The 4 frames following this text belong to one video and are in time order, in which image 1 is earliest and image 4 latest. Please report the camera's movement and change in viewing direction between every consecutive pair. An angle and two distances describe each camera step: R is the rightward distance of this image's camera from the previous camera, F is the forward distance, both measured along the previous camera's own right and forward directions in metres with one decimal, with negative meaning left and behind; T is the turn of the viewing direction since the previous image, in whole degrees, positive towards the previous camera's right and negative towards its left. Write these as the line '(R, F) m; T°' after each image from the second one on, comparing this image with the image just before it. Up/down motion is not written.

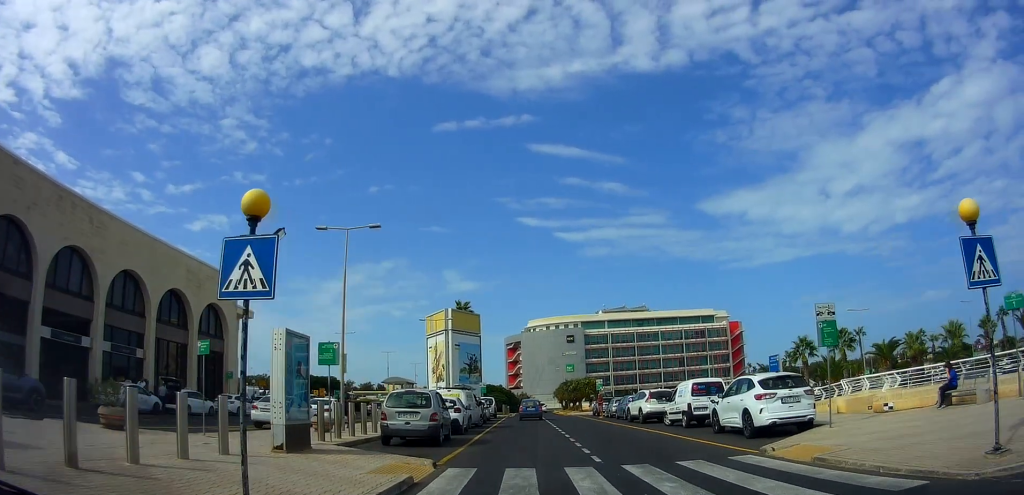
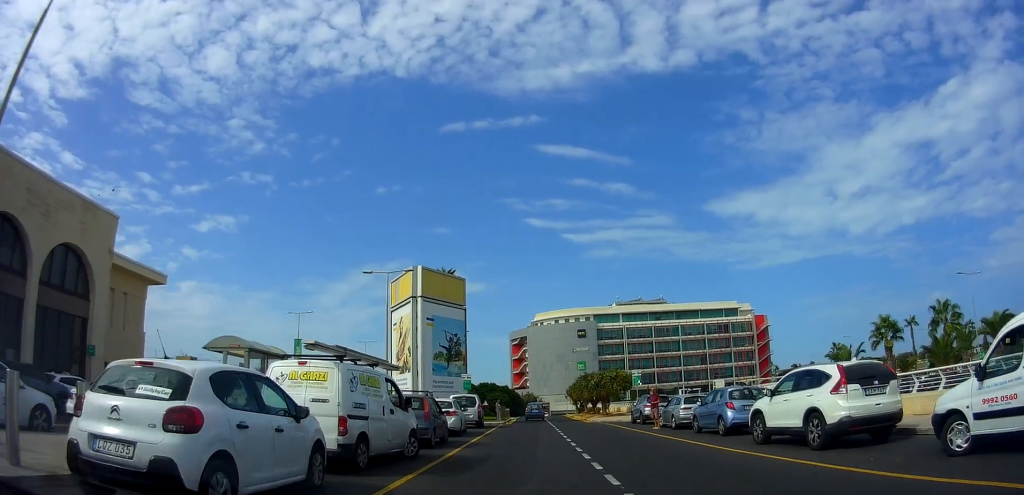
(+0.2, +16.6) m; -2°
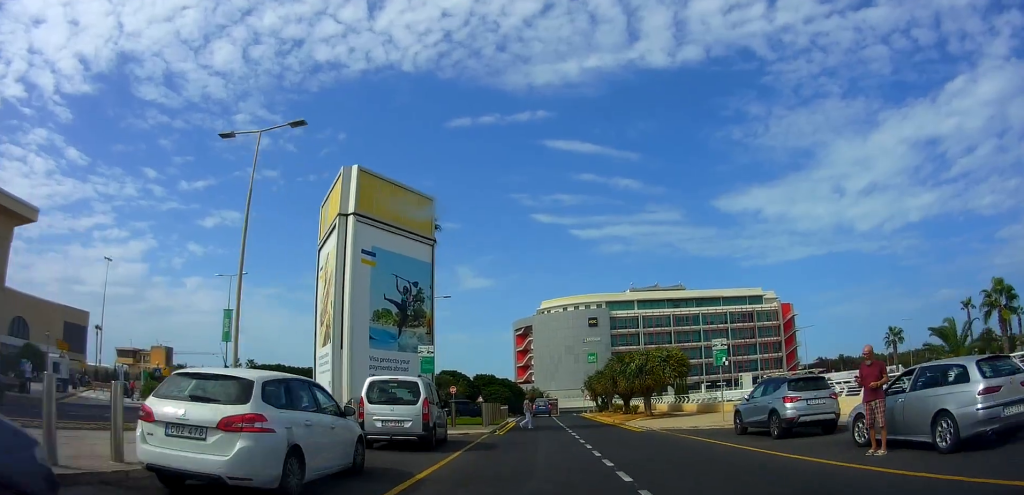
(+0.3, +15.4) m; +4°
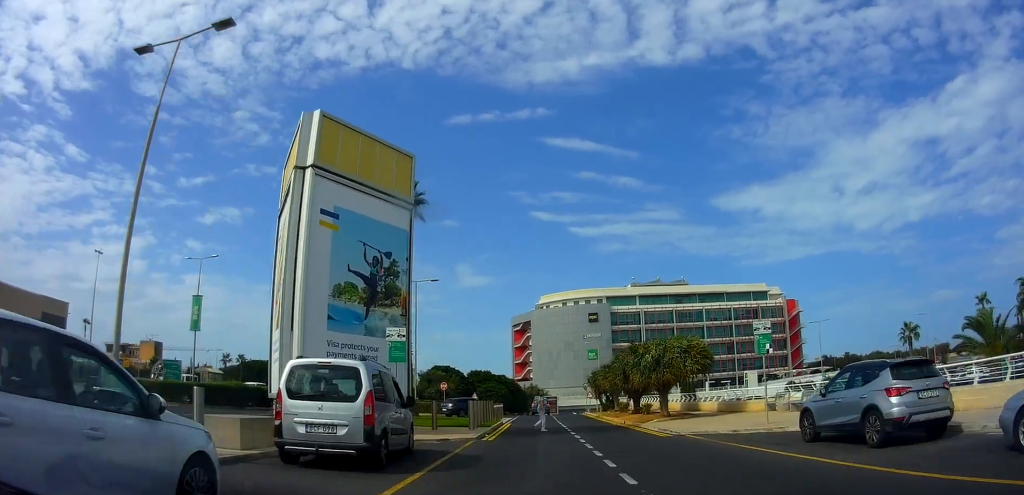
(+0.3, +4.4) m; 0°
